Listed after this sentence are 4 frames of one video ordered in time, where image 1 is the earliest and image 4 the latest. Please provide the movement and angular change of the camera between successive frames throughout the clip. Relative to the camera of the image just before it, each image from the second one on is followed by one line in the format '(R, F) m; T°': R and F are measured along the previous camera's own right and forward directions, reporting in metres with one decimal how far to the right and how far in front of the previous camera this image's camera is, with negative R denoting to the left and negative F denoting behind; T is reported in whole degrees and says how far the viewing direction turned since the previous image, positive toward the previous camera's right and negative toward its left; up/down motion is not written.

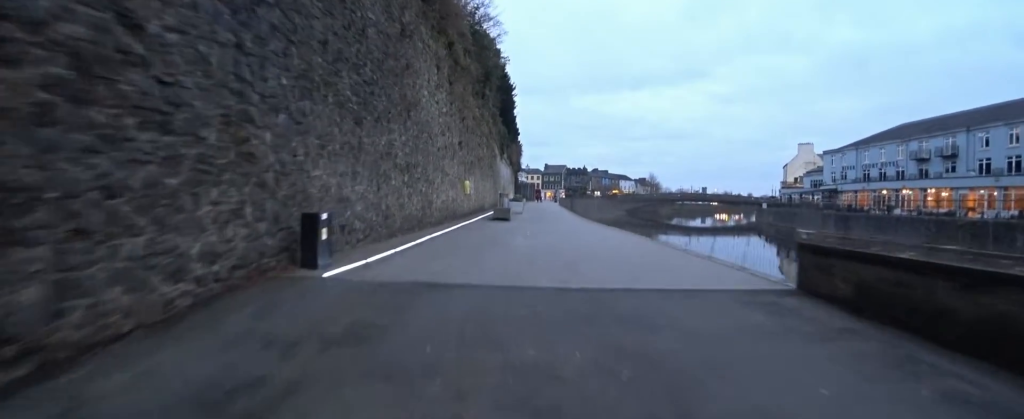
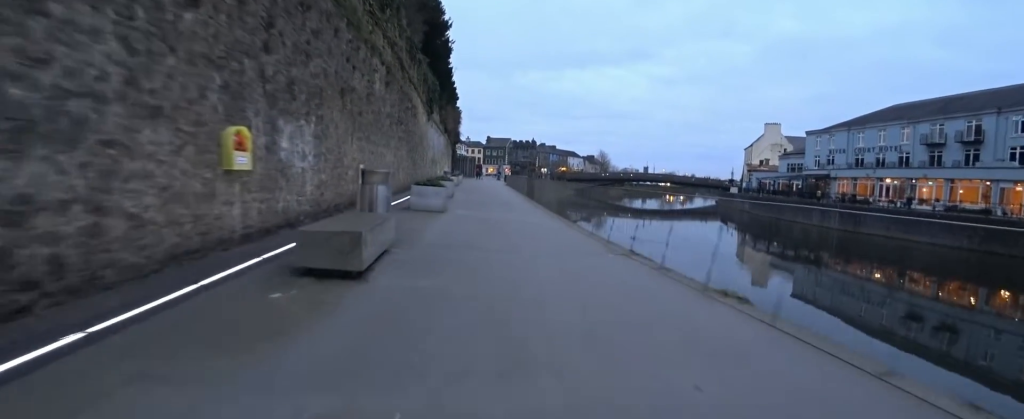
(+0.8, +13.3) m; +6°
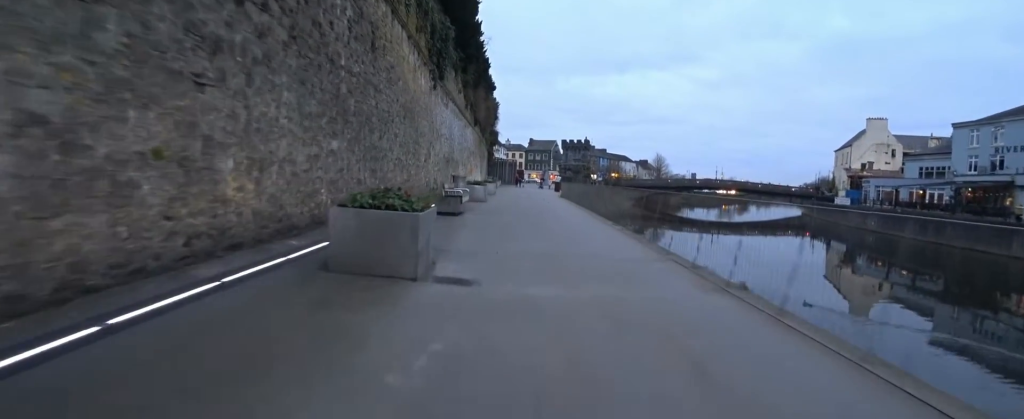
(0.0, +15.2) m; 0°
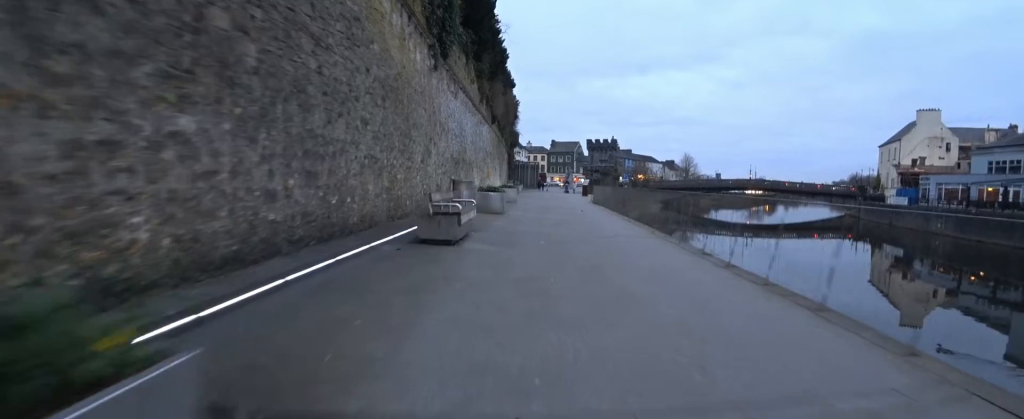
(0.0, +4.5) m; 0°
